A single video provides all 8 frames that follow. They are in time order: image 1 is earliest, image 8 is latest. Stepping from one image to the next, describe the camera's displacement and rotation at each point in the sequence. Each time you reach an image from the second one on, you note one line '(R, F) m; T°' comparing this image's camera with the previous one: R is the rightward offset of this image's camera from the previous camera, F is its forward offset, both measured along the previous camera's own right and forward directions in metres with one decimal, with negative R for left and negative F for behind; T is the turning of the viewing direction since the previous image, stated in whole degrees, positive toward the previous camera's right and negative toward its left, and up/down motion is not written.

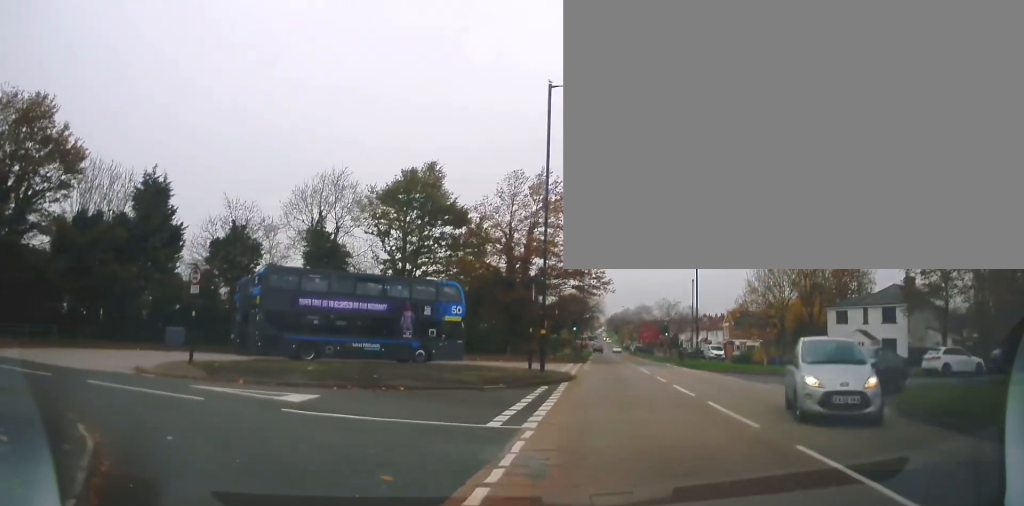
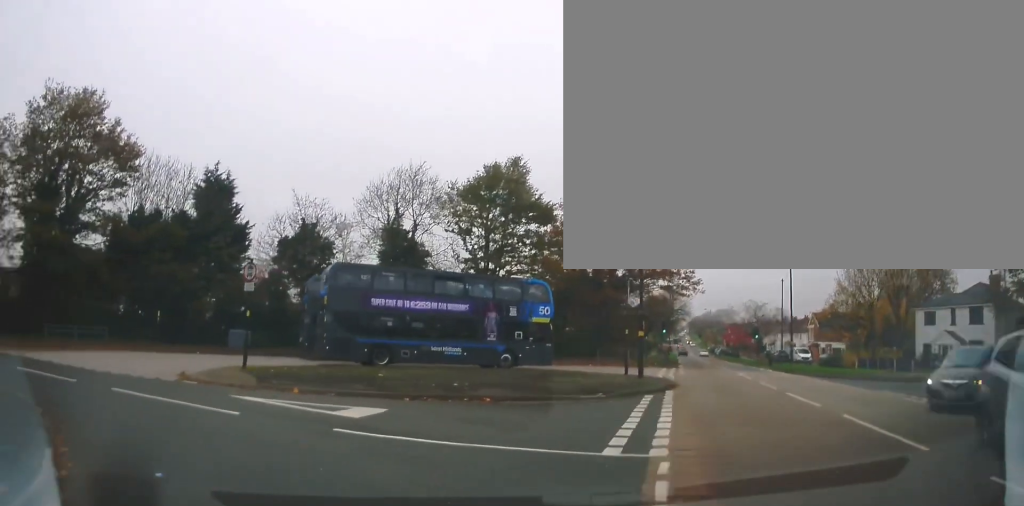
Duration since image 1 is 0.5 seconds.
(0.0, +2.2) m; -7°
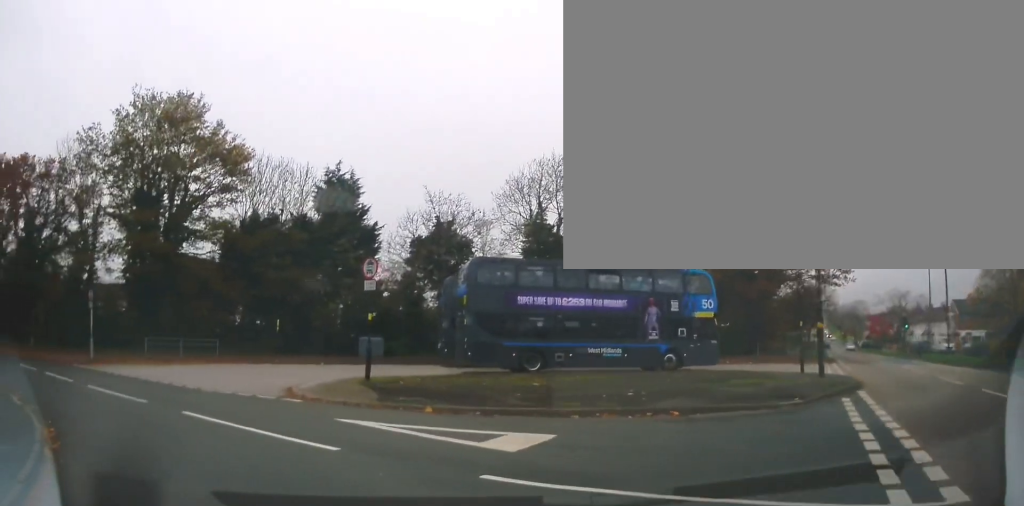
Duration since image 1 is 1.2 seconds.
(0.0, +2.9) m; -12°
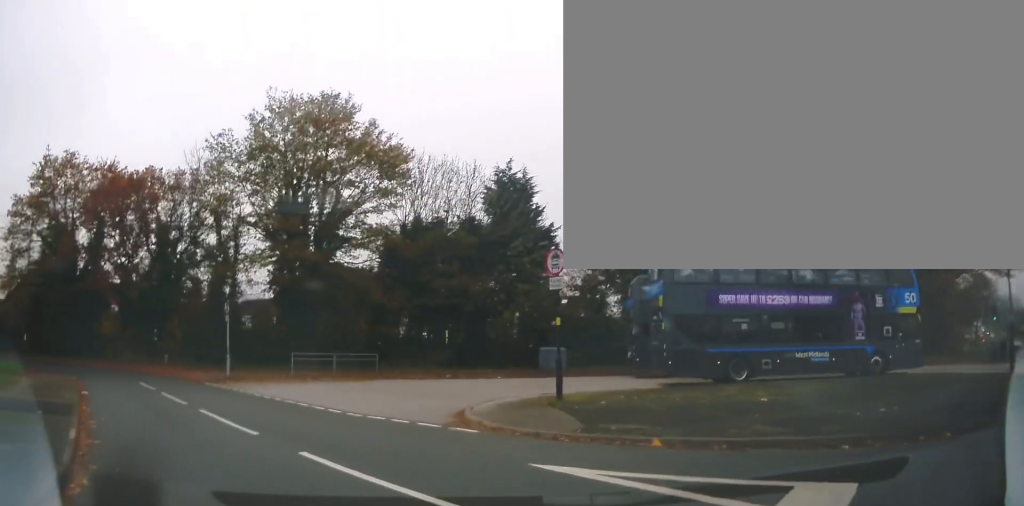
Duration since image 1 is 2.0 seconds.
(-0.6, +3.0) m; -21°
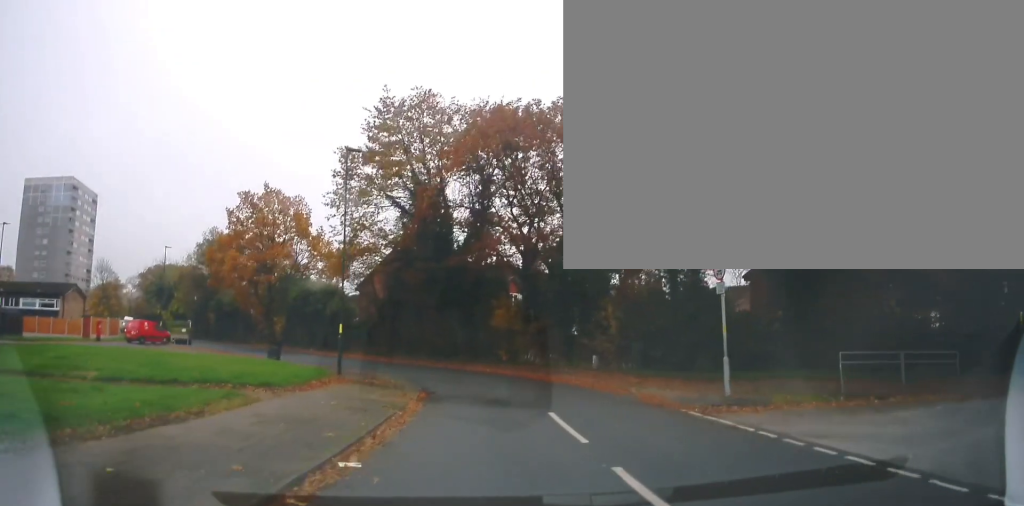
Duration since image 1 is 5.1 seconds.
(-5.4, +10.7) m; -37°
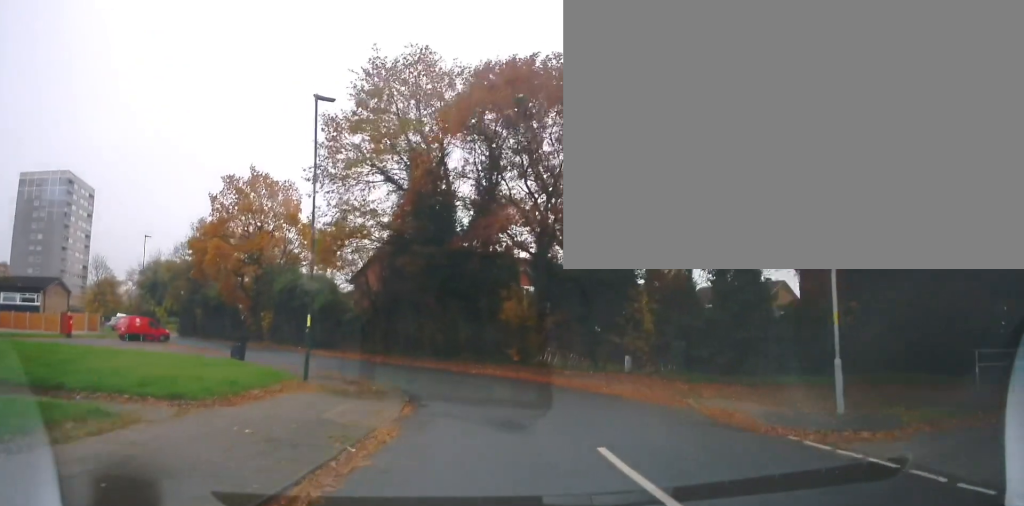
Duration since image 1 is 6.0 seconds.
(-0.2, +4.2) m; -3°
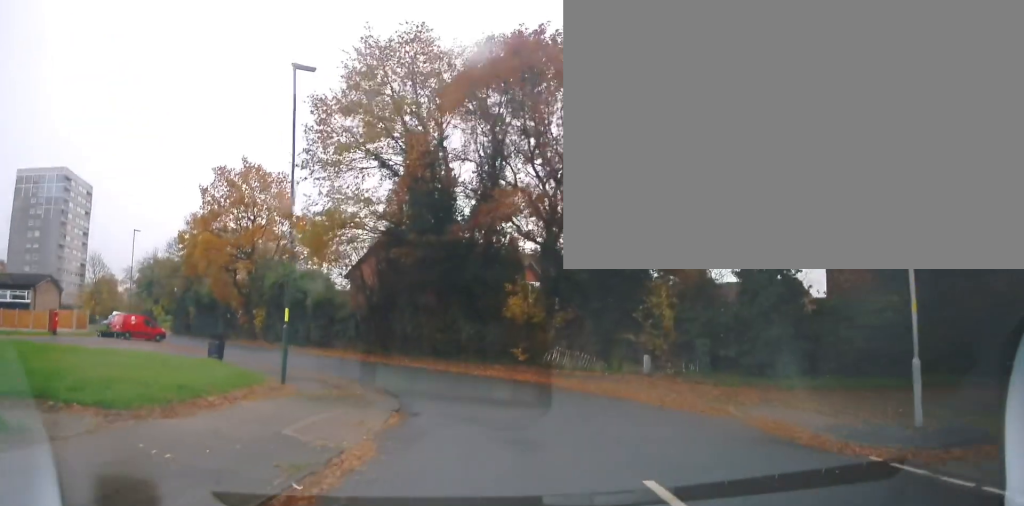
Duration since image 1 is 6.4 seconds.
(0.0, +2.2) m; -1°
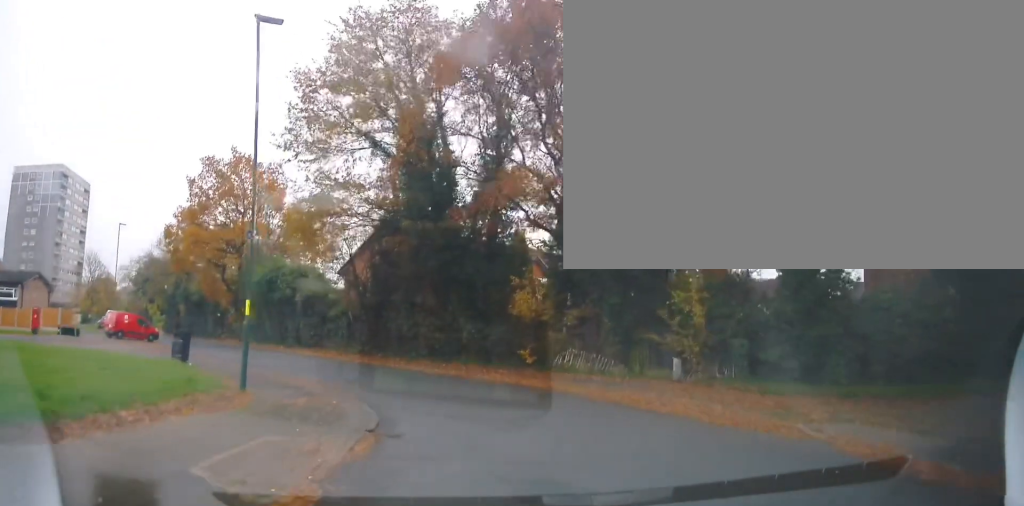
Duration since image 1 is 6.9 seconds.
(0.0, +2.6) m; -1°
